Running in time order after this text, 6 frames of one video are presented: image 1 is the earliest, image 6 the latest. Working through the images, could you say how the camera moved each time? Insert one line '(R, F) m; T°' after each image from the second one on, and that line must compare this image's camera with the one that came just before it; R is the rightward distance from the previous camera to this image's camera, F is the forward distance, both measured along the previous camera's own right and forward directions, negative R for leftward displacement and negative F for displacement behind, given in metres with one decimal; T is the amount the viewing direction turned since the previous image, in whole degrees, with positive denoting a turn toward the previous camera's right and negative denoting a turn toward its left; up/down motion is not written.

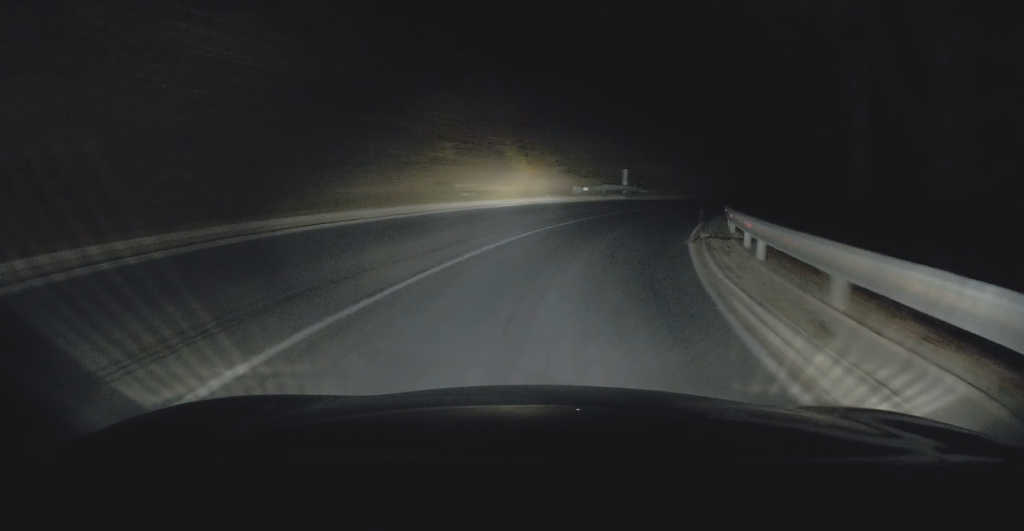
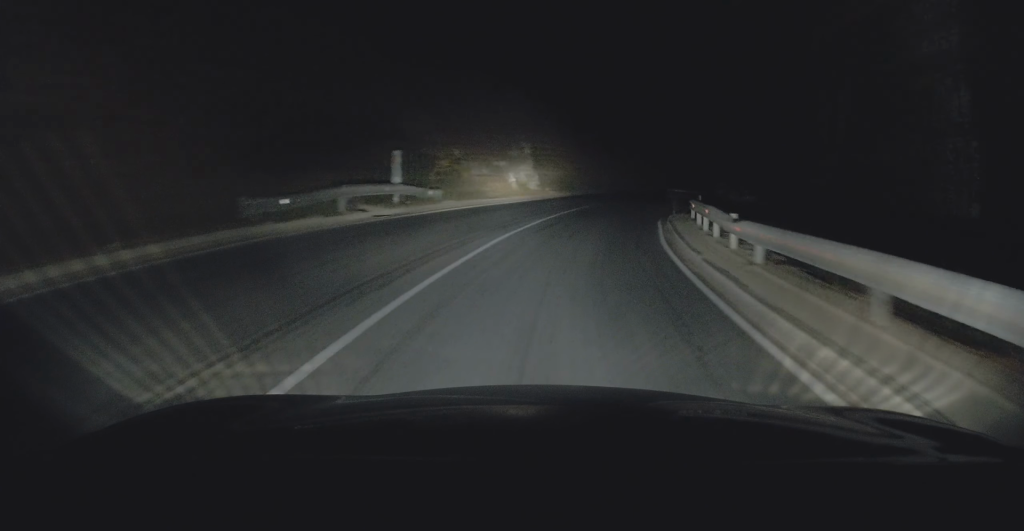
(+1.7, +21.8) m; +14°
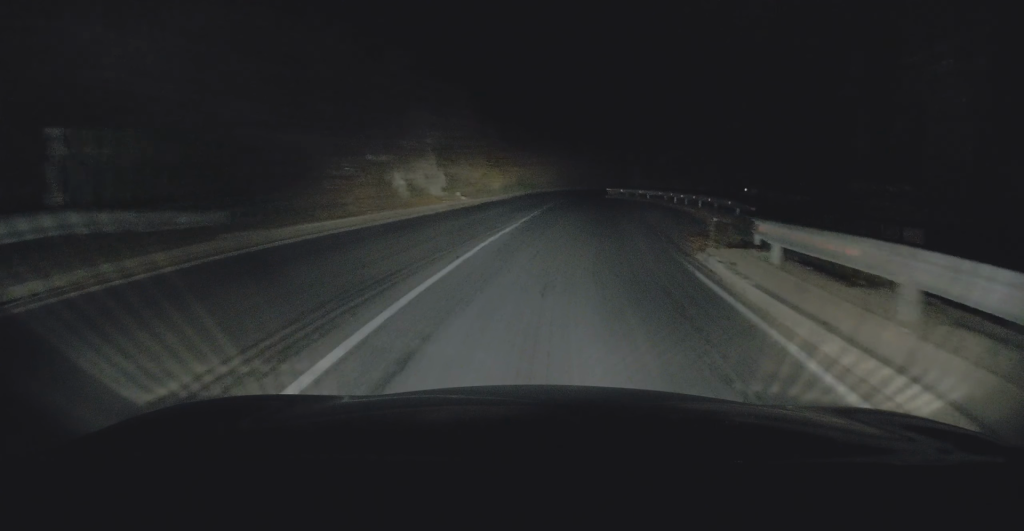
(+1.8, +11.9) m; +12°
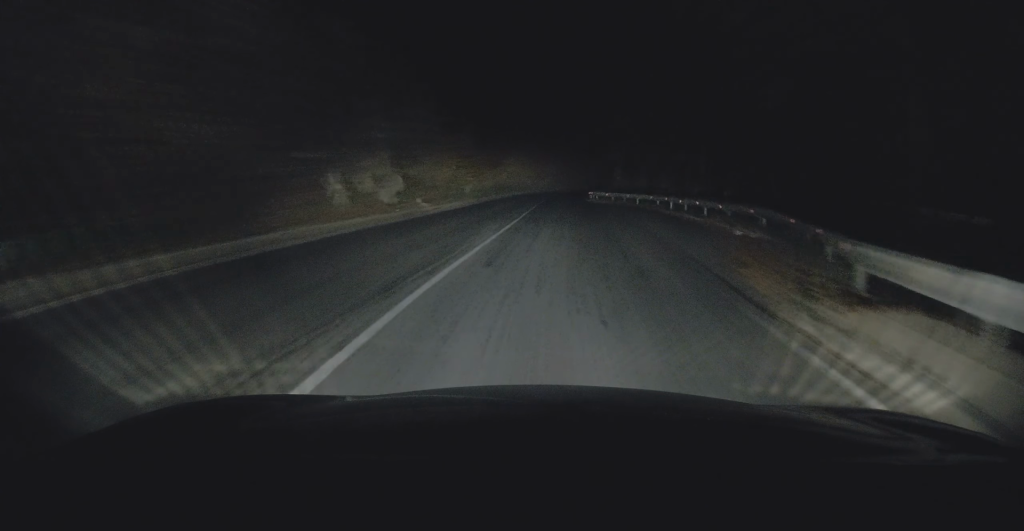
(+0.3, +4.9) m; +3°
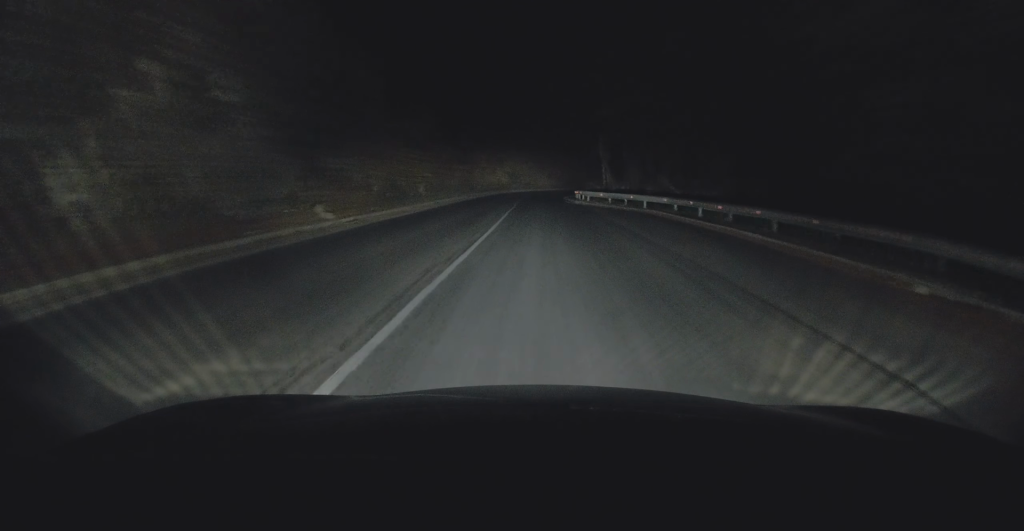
(+0.4, +9.7) m; +4°
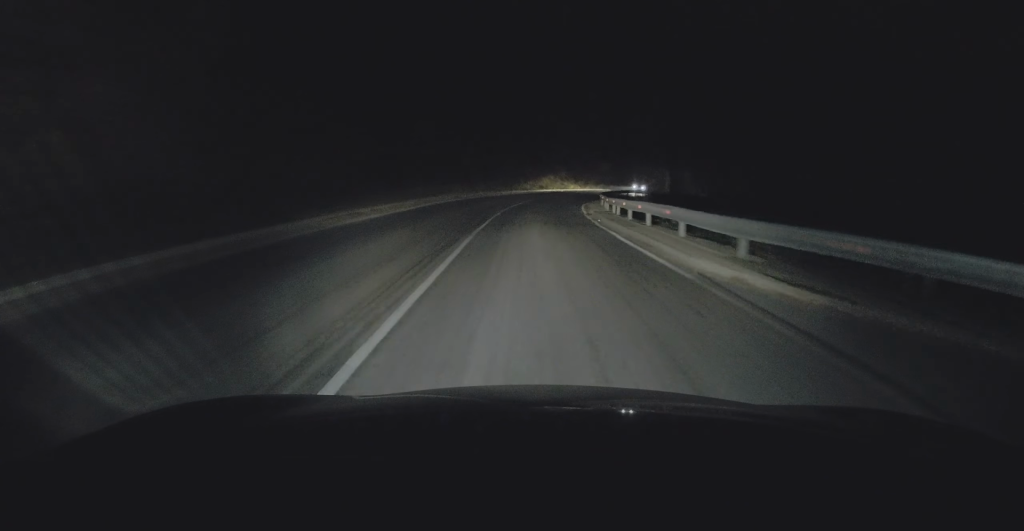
(+1.9, +29.3) m; +4°
